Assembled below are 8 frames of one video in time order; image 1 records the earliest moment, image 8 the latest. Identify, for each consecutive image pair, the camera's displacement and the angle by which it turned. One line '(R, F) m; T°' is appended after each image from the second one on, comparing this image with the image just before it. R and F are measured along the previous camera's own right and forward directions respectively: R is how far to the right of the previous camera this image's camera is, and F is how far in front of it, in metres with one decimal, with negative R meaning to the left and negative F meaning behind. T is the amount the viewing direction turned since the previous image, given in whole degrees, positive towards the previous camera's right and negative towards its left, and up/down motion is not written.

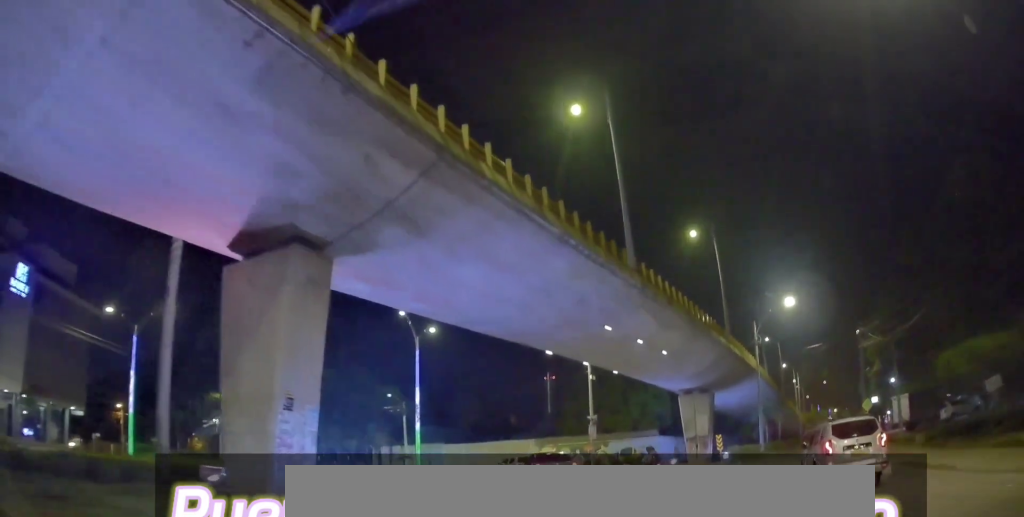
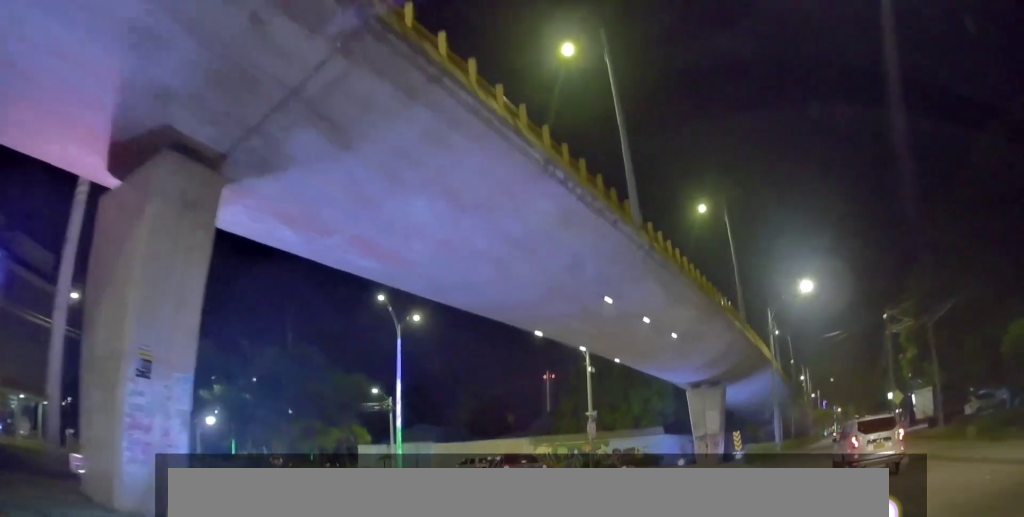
(0.0, +4.4) m; 0°
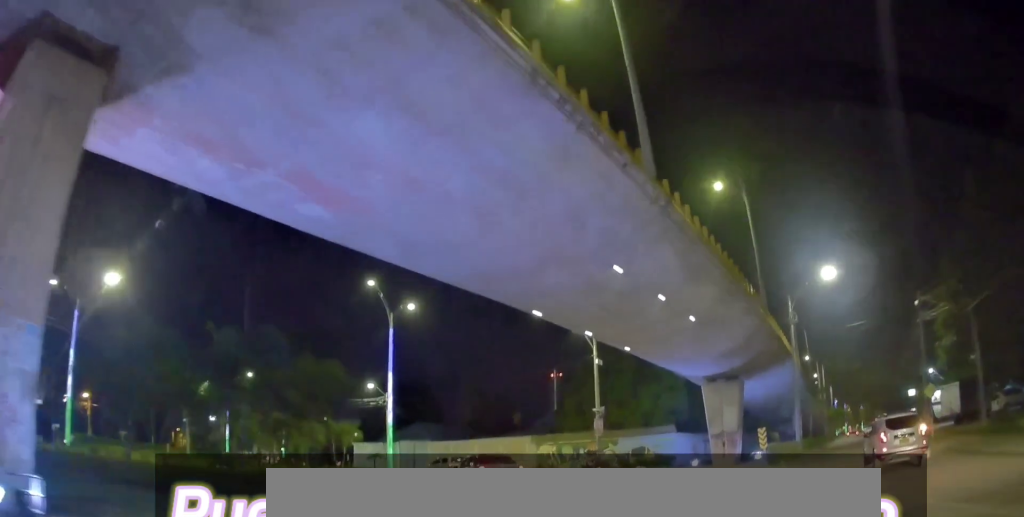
(0.0, +3.4) m; 0°
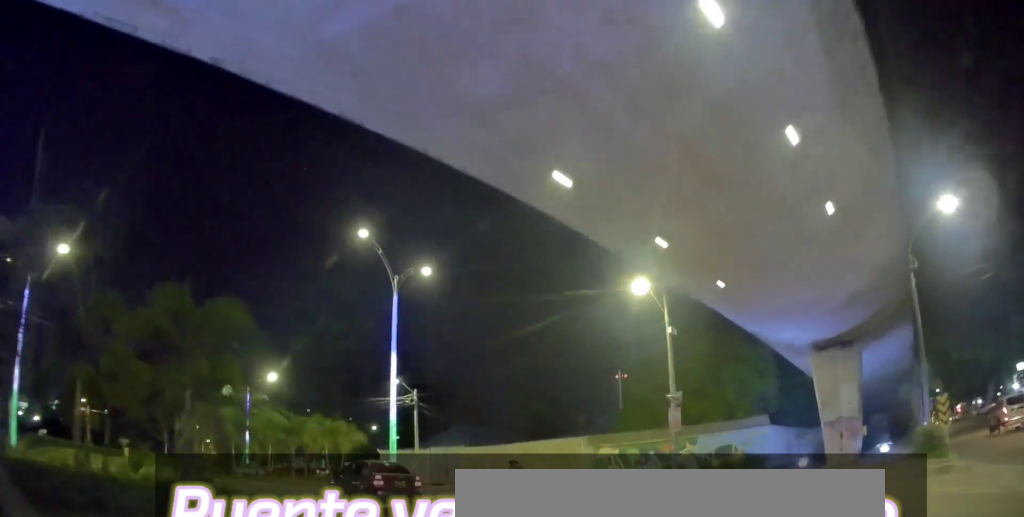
(-0.3, +10.2) m; -6°
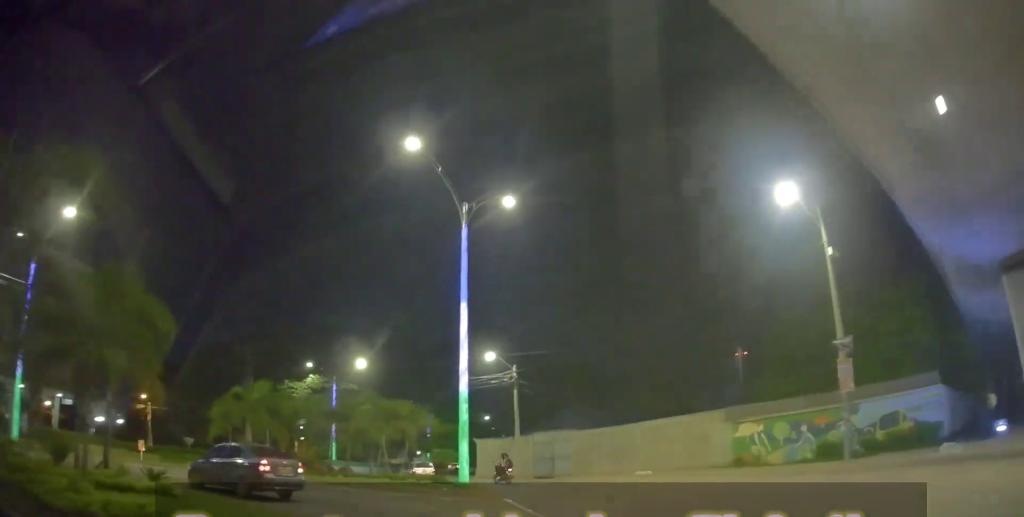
(-0.6, +6.8) m; -13°
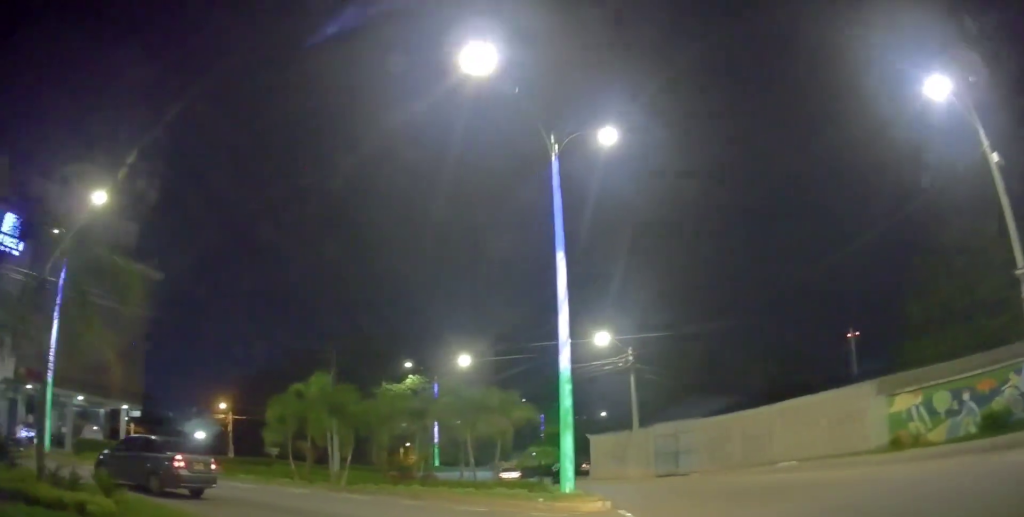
(-0.6, +4.9) m; -12°
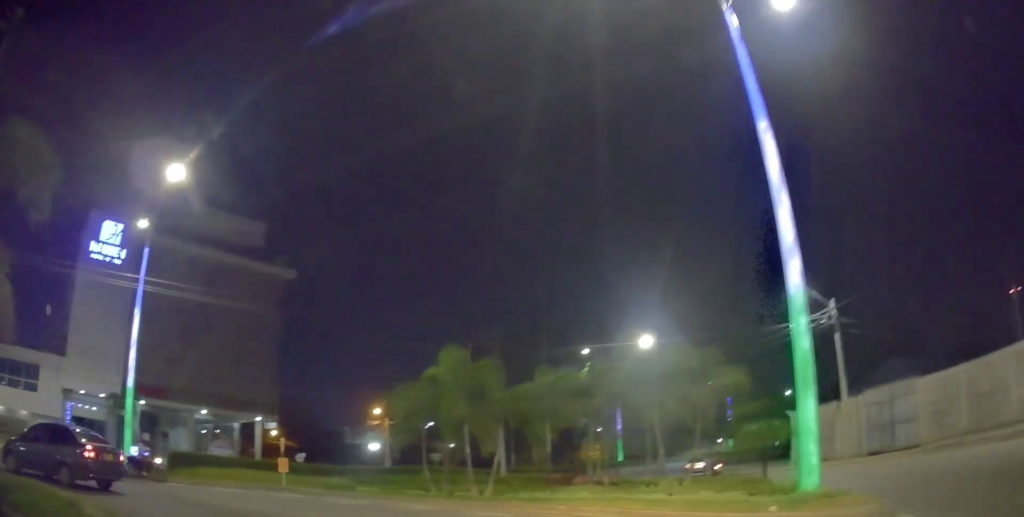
(-0.7, +5.4) m; -17°
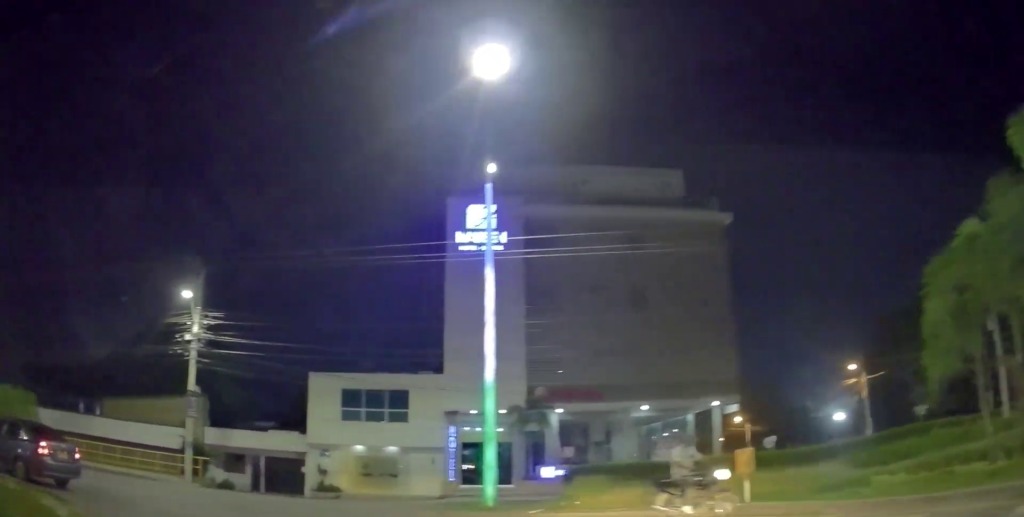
(-3.4, +8.3) m; -49°
